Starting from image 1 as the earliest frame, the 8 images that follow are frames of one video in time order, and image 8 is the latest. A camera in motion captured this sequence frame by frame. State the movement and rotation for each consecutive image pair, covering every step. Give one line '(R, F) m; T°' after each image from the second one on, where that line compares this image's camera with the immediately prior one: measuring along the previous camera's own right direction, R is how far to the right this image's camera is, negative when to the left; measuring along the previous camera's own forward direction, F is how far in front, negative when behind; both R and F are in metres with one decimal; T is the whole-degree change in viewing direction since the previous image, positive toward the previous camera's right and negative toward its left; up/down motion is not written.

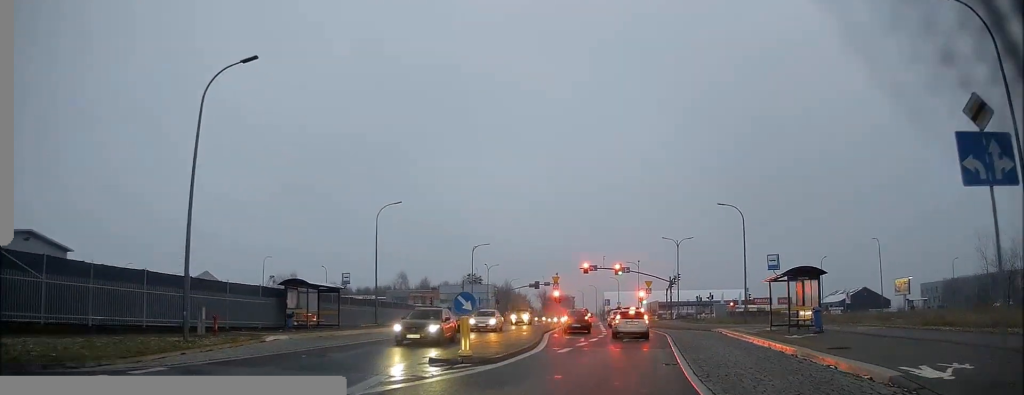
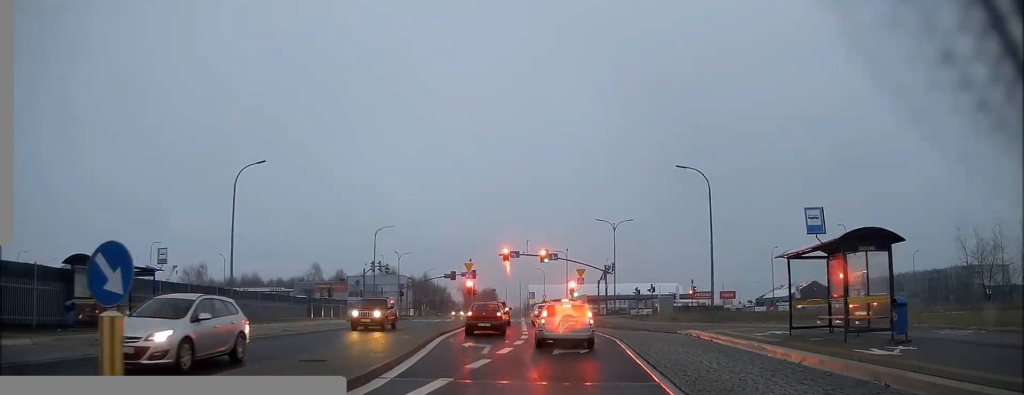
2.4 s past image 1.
(+0.9, +10.3) m; +9°
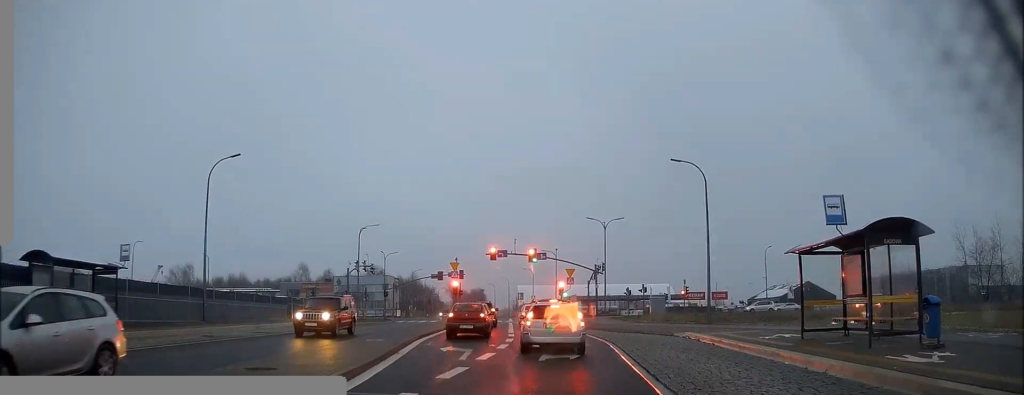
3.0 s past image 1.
(+0.2, +1.6) m; +3°
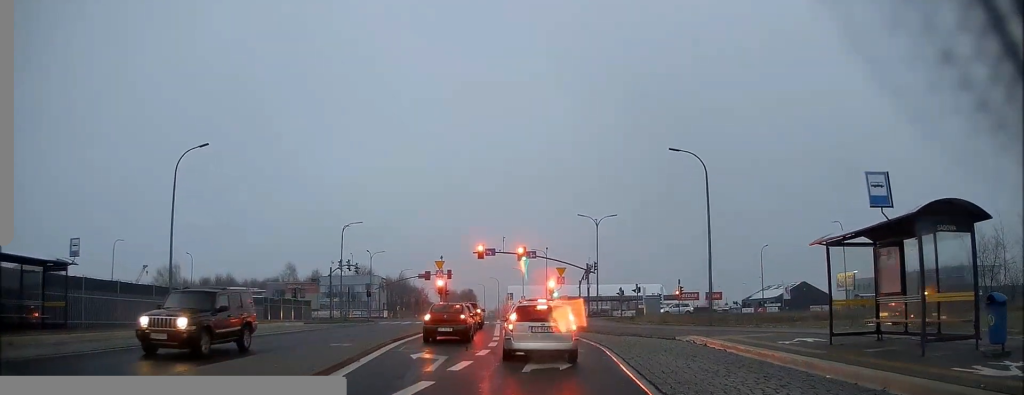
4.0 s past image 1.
(+0.1, +2.5) m; +3°
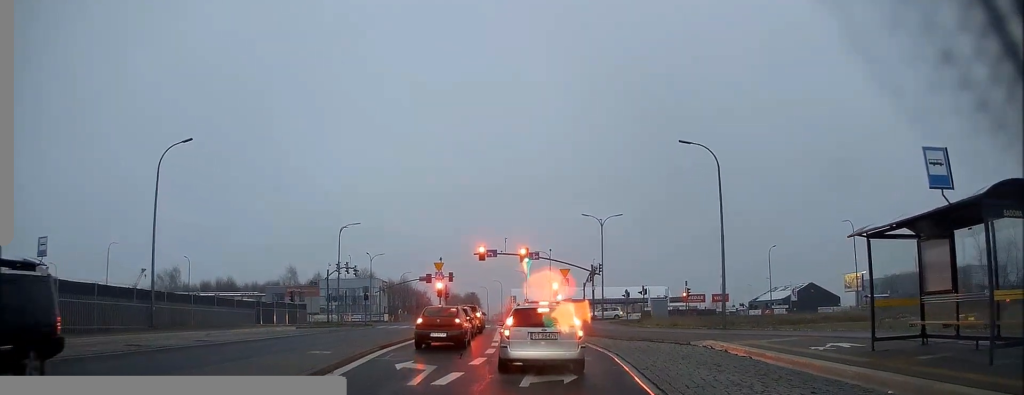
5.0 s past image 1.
(0.0, +1.9) m; 0°
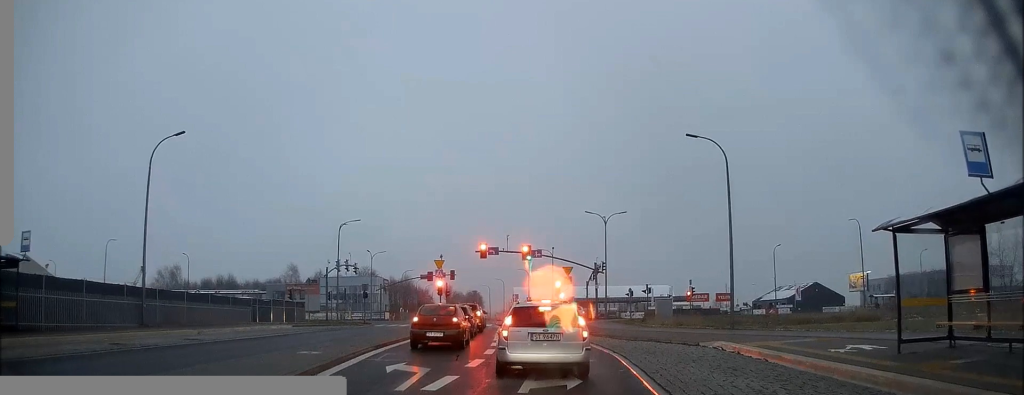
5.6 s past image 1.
(0.0, +0.8) m; 0°
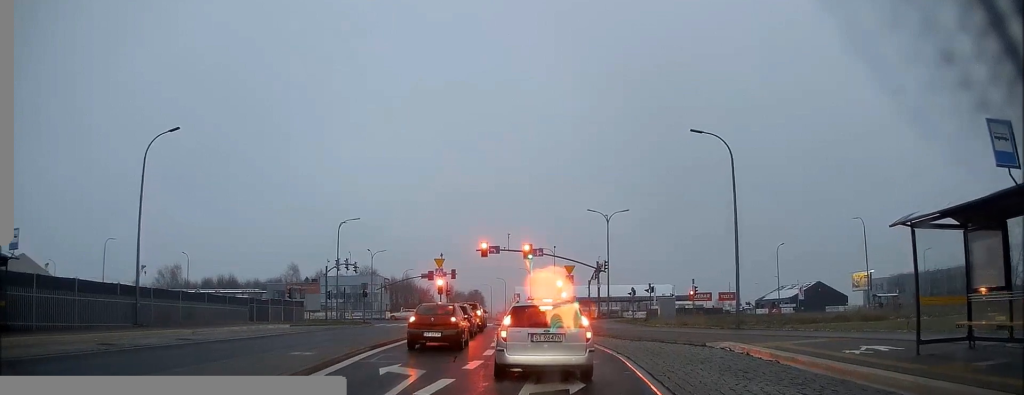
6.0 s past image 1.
(0.0, +0.5) m; 0°
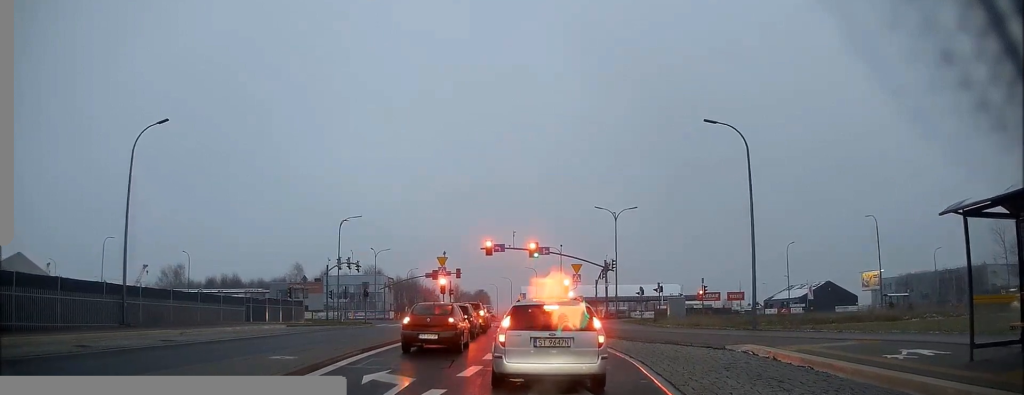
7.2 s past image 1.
(-0.1, +1.3) m; 0°
